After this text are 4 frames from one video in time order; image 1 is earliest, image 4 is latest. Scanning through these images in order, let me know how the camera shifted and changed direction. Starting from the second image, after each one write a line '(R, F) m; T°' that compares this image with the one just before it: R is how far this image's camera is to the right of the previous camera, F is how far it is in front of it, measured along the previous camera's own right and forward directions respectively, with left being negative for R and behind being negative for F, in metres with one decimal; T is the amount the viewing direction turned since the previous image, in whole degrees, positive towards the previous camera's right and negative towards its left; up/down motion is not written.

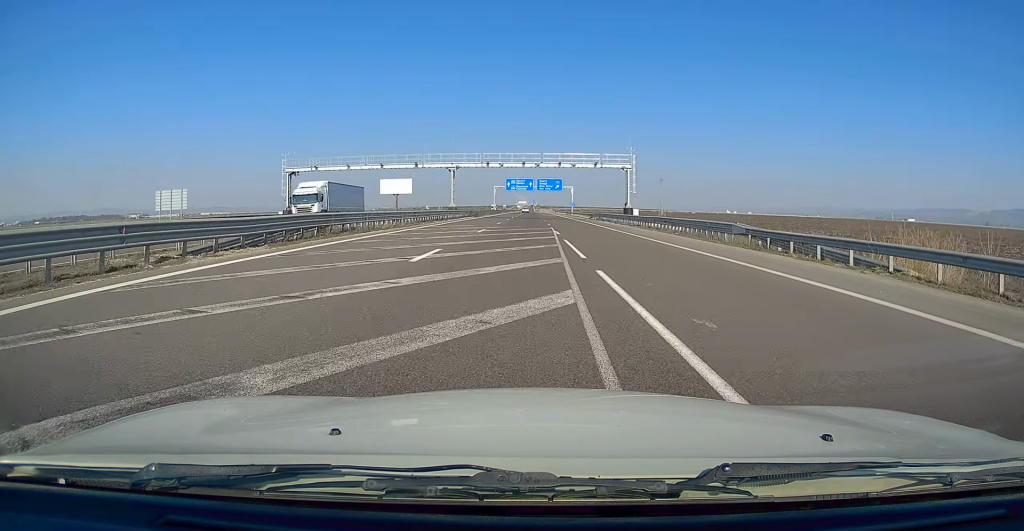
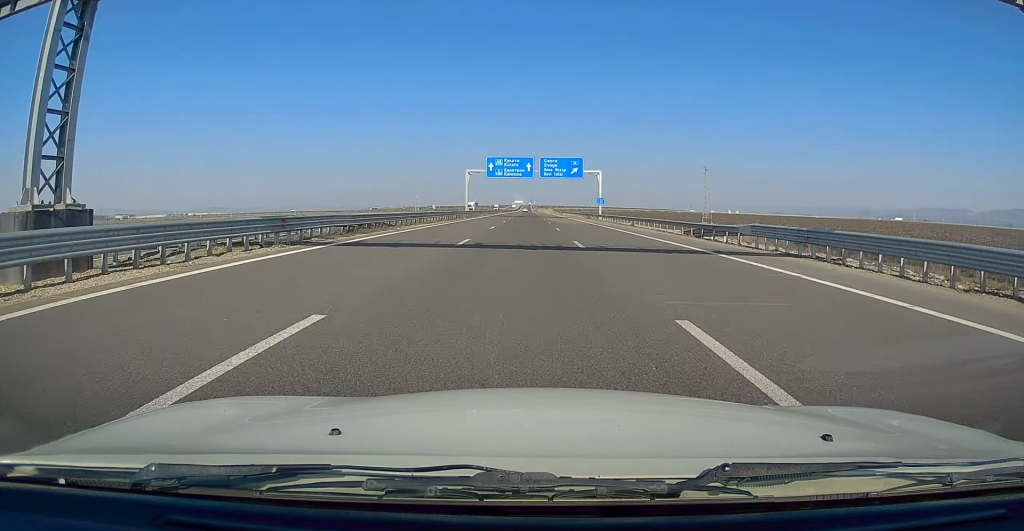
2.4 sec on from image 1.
(-0.9, +58.1) m; 0°
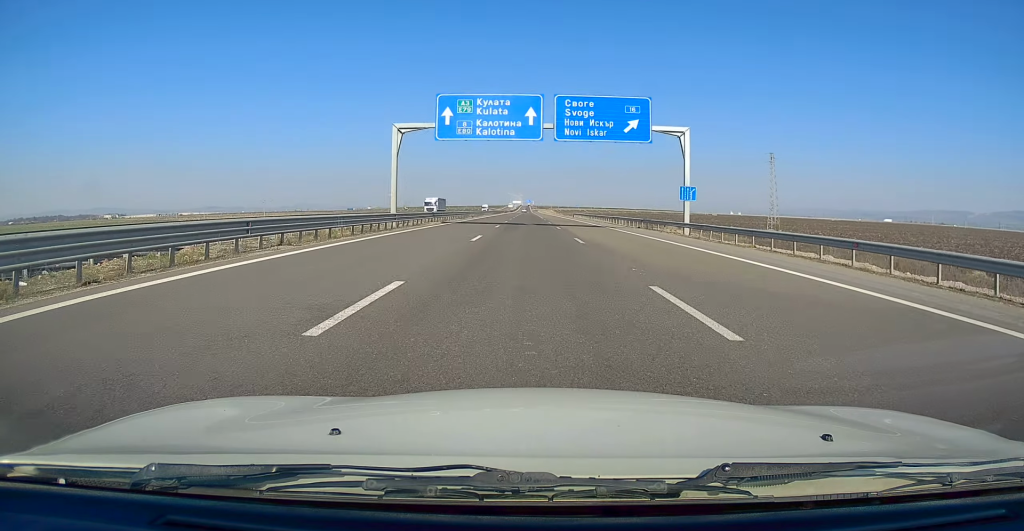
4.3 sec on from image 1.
(+0.7, +44.8) m; +1°
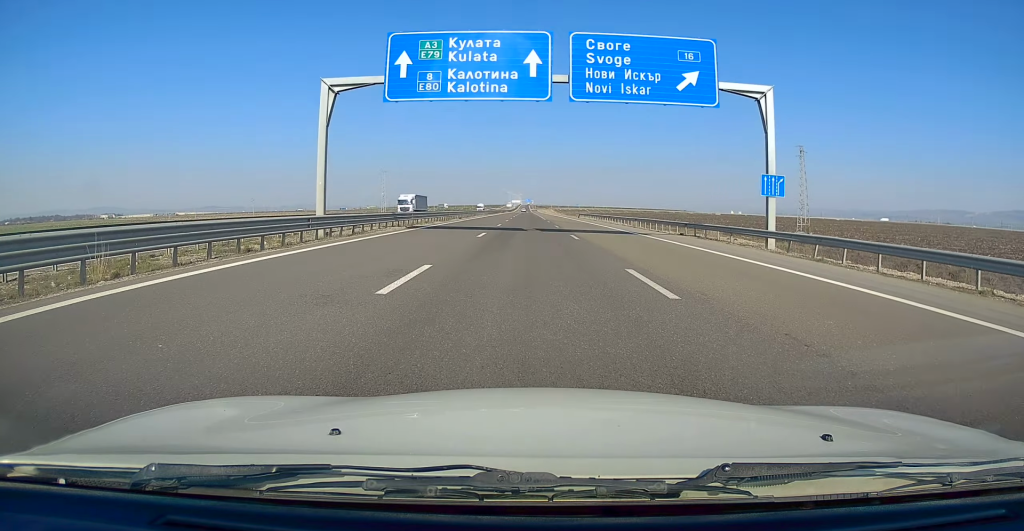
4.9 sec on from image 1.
(-0.1, +13.3) m; -1°
